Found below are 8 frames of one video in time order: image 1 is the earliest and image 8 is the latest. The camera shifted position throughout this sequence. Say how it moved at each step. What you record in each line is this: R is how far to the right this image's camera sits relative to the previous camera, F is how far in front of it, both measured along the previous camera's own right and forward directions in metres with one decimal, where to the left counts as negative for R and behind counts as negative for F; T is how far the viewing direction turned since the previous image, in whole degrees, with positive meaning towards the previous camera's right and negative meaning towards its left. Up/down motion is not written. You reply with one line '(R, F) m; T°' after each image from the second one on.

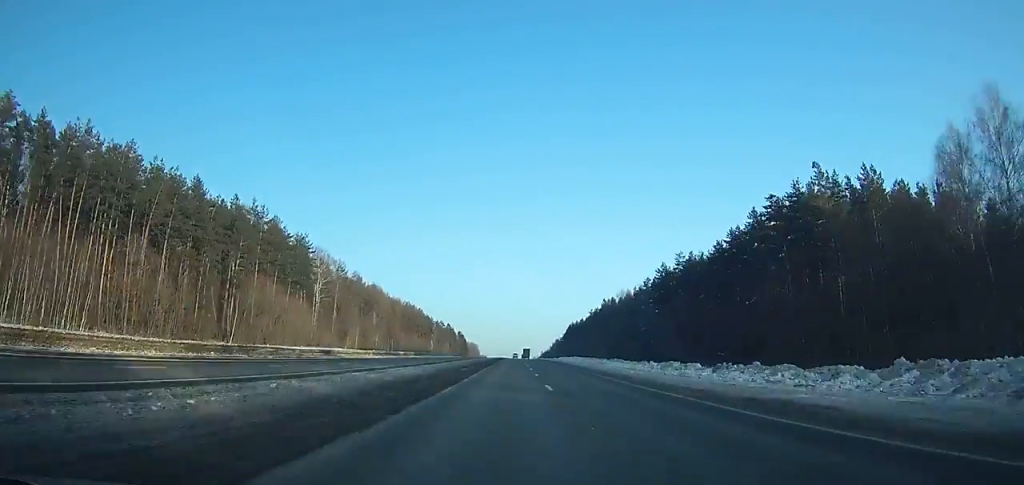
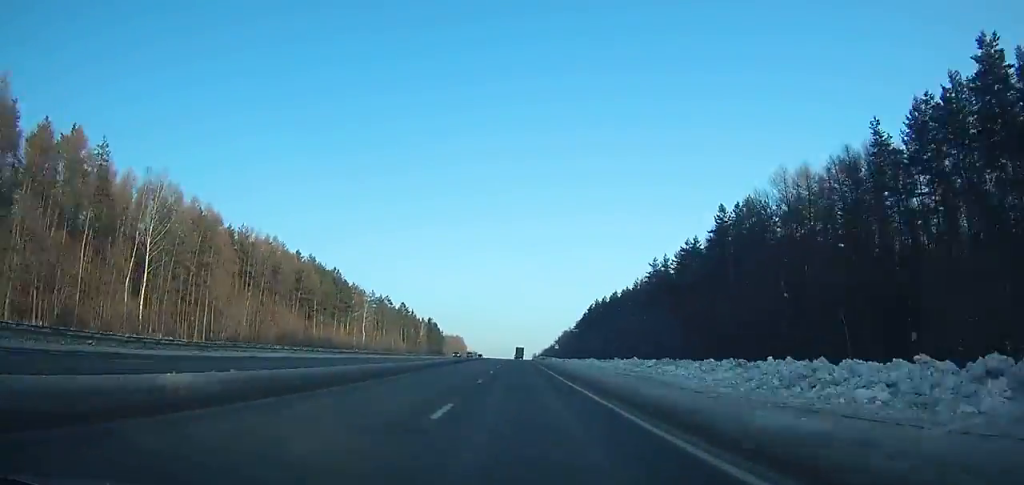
(-0.1, +129.8) m; 0°
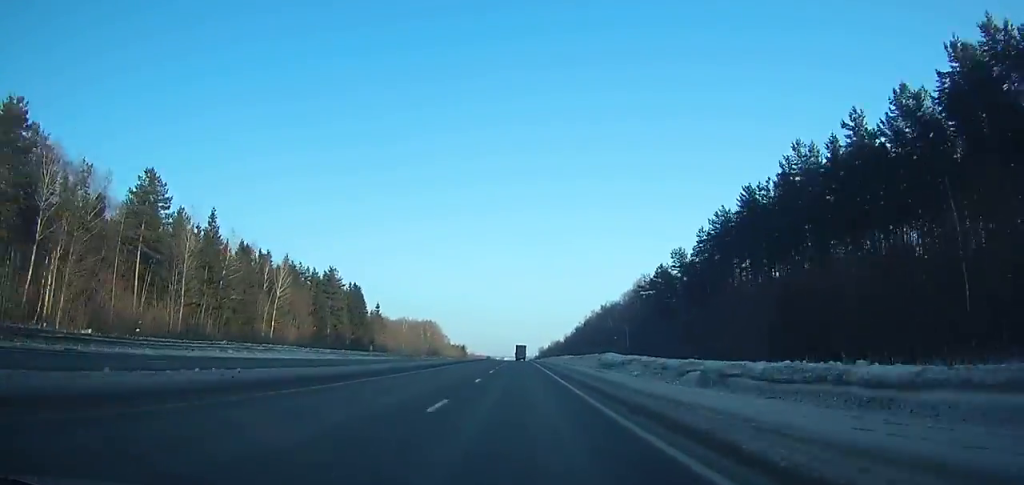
(-0.6, +166.3) m; 0°
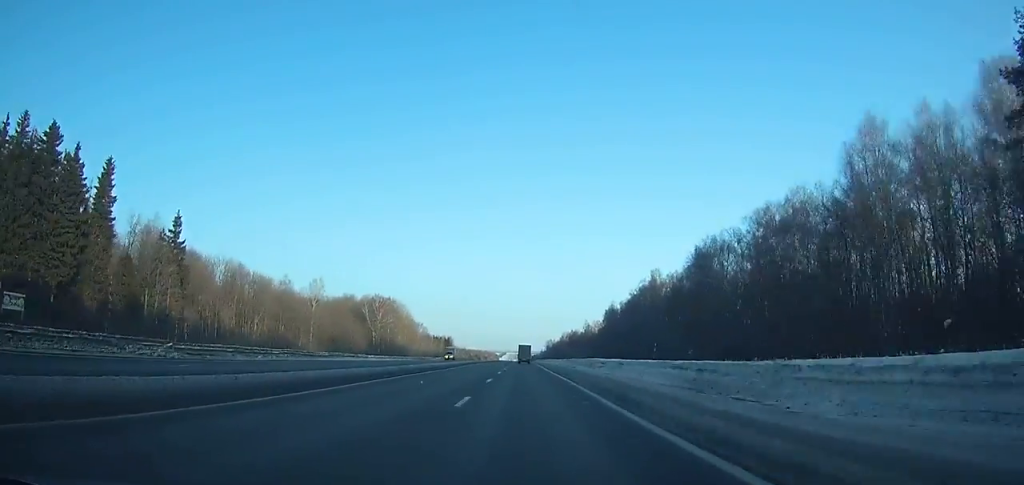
(-0.4, +119.3) m; 0°
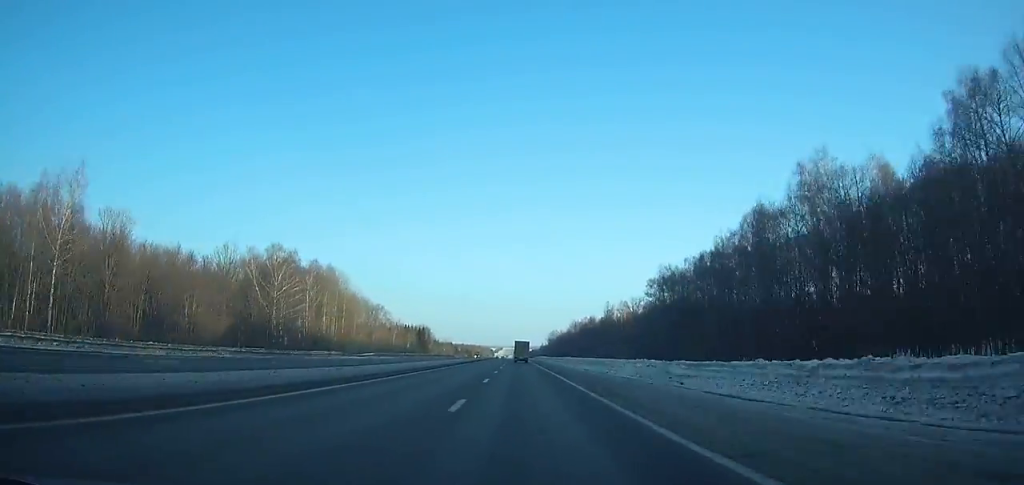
(+0.4, +86.2) m; 0°
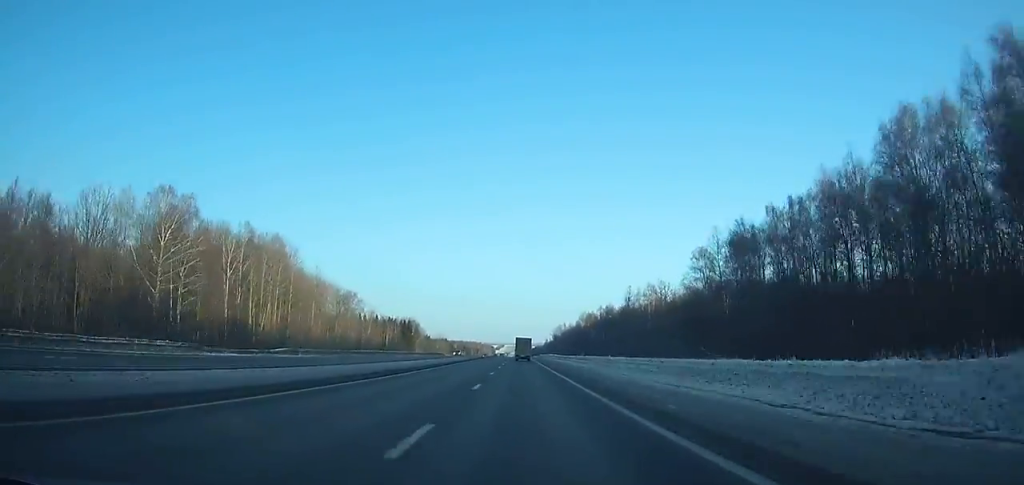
(0.0, +41.9) m; 0°
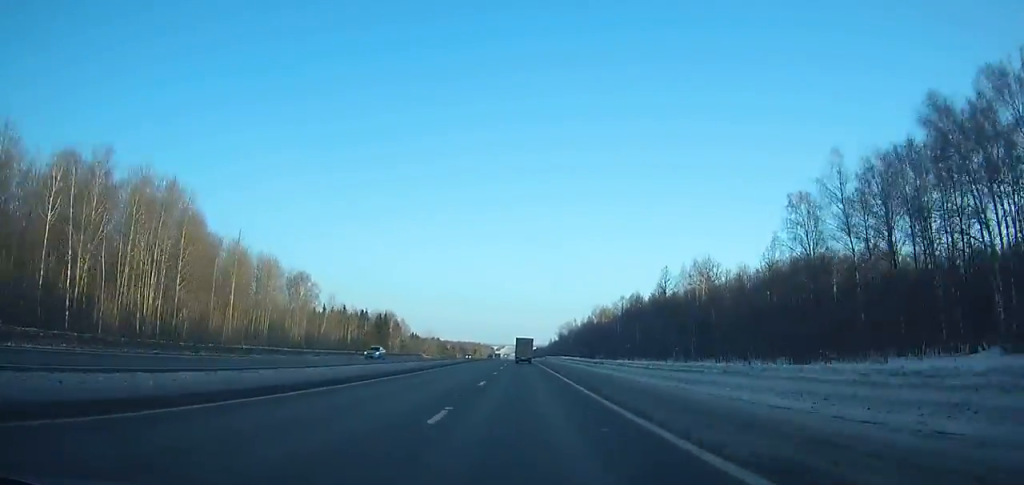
(-0.2, +44.9) m; 0°
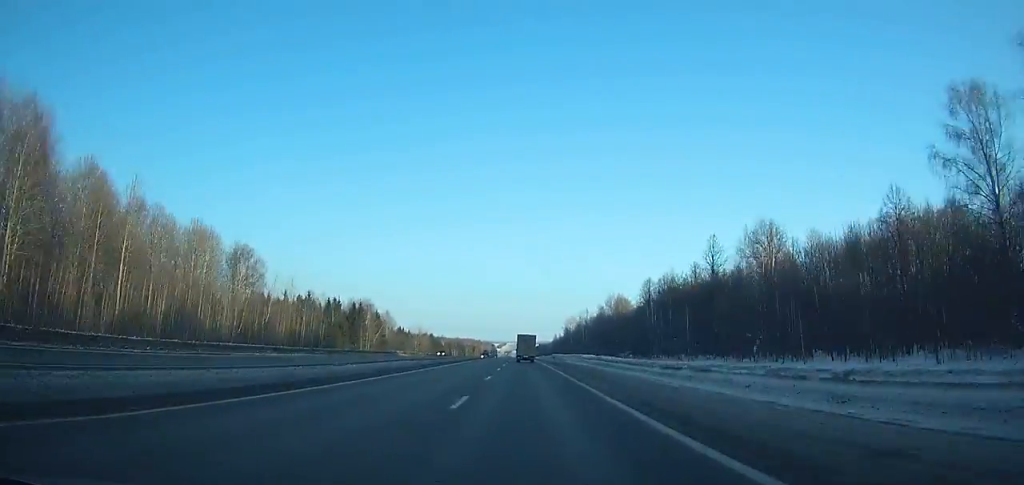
(0.0, +33.7) m; 0°
